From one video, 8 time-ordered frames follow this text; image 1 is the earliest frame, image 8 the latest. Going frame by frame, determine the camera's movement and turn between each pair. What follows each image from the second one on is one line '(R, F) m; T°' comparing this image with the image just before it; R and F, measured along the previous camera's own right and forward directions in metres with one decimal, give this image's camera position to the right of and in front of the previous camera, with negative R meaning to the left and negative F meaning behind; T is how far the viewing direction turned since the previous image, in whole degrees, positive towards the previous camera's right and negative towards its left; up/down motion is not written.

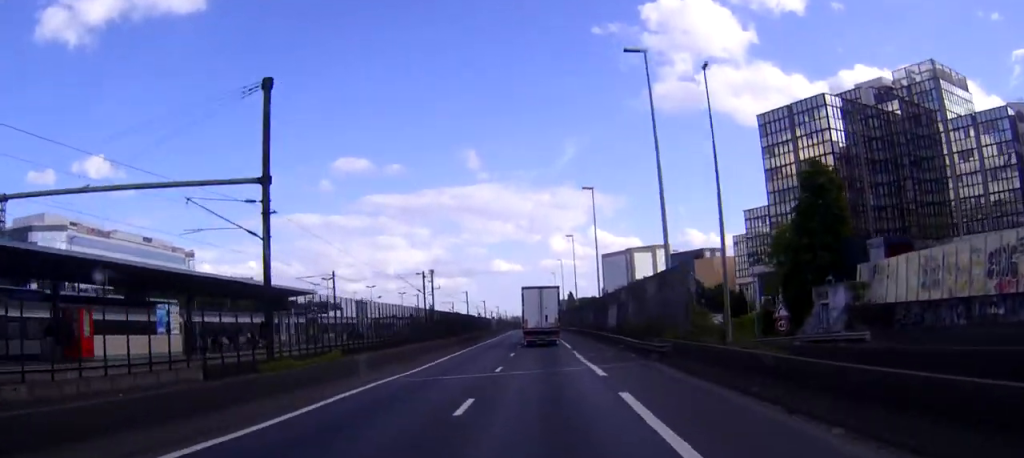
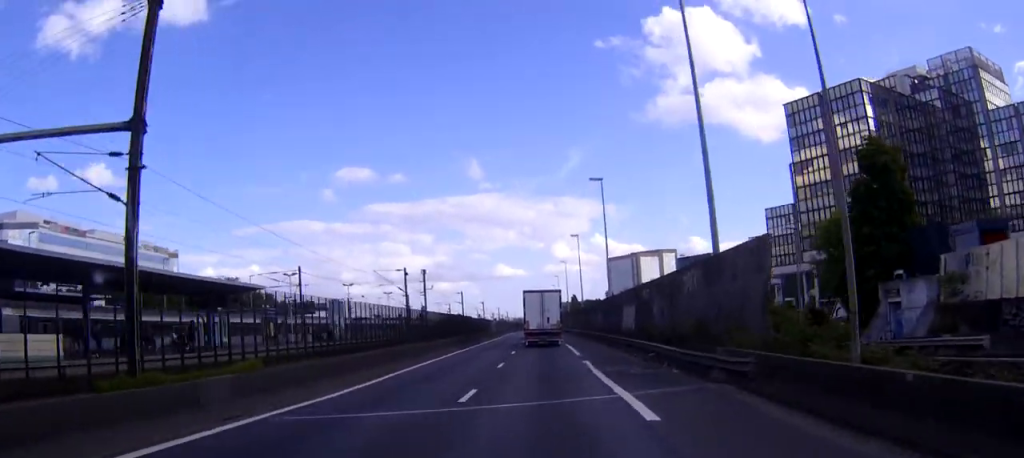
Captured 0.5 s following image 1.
(0.0, +11.3) m; 0°
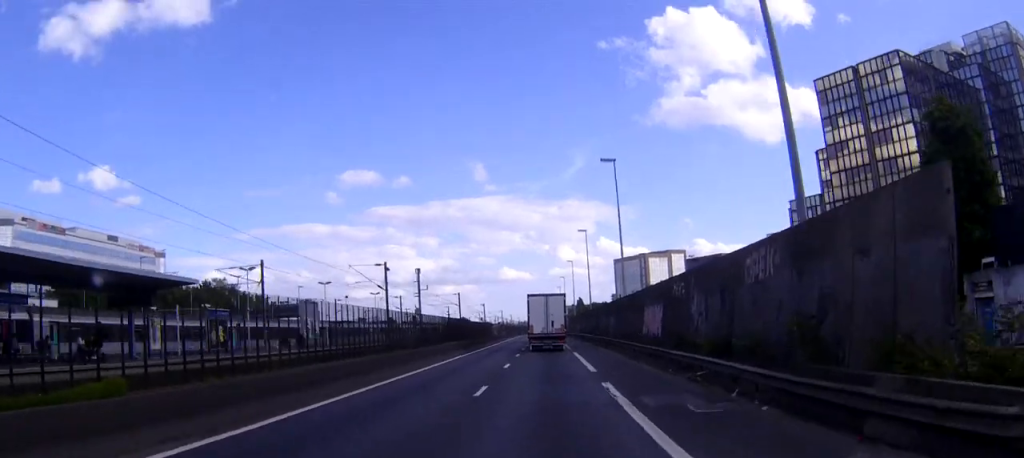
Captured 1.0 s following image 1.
(0.0, +9.9) m; 0°
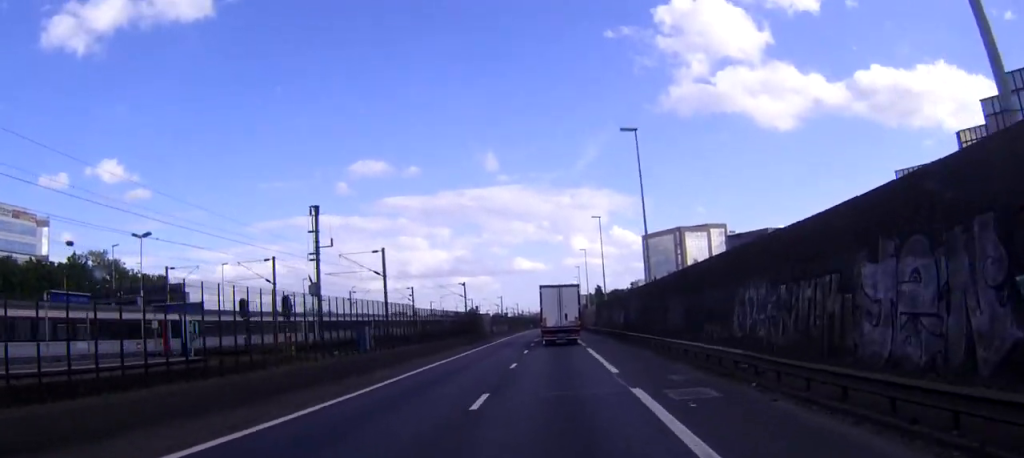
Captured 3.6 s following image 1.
(-0.5, +54.9) m; -2°
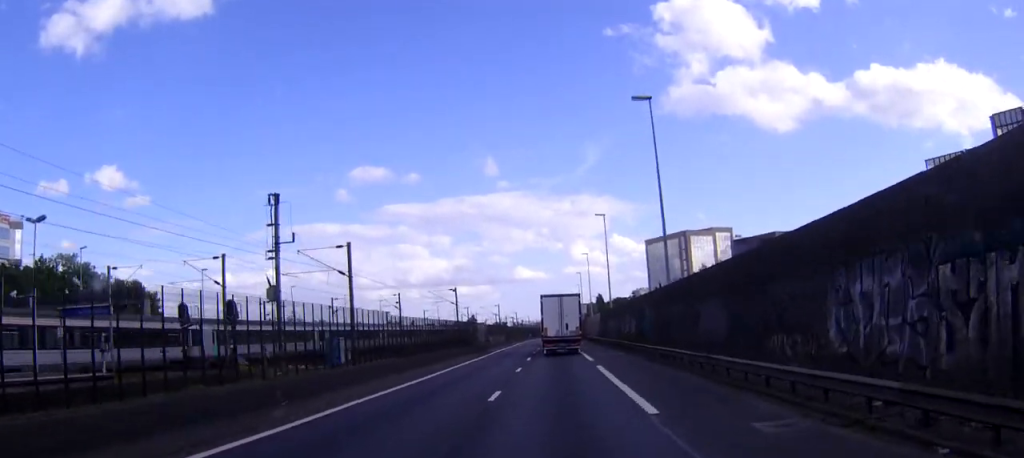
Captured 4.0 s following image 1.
(0.0, +9.1) m; 0°
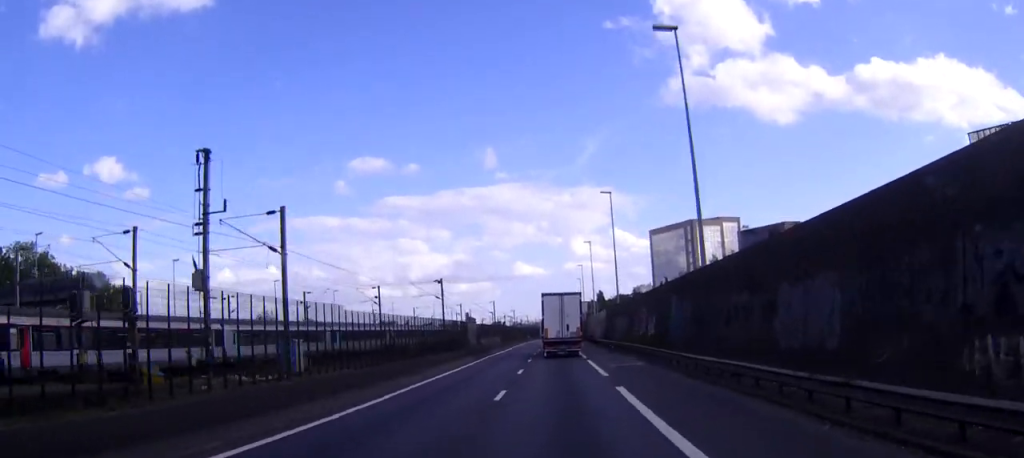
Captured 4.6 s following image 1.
(0.0, +11.2) m; 0°
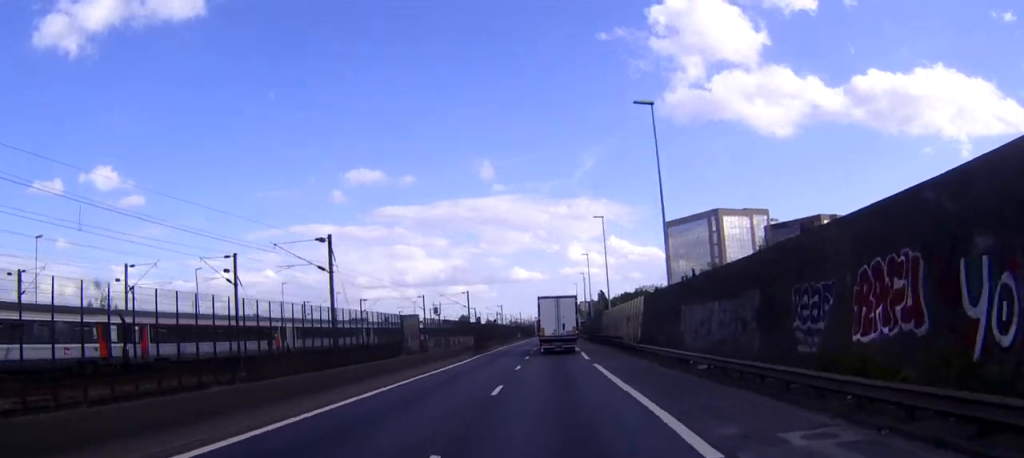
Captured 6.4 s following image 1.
(+0.1, +39.1) m; +1°
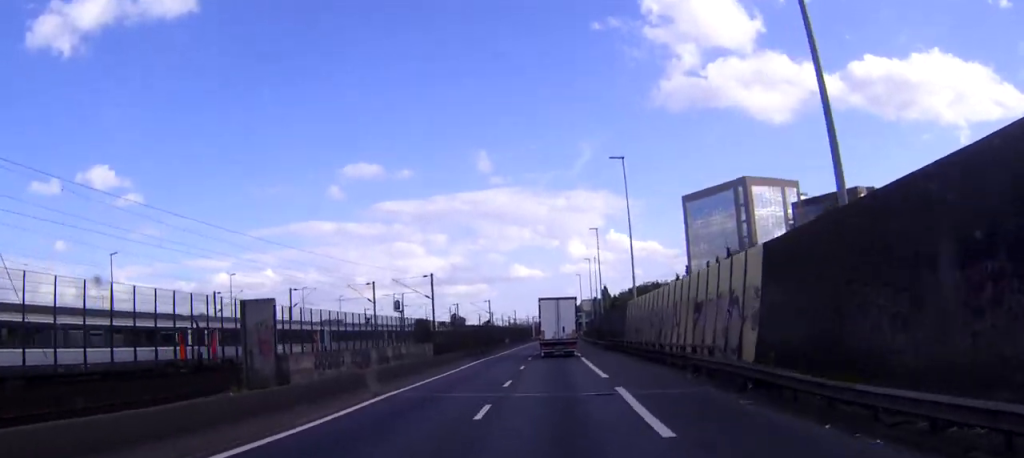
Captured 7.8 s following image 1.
(0.0, +29.3) m; 0°
